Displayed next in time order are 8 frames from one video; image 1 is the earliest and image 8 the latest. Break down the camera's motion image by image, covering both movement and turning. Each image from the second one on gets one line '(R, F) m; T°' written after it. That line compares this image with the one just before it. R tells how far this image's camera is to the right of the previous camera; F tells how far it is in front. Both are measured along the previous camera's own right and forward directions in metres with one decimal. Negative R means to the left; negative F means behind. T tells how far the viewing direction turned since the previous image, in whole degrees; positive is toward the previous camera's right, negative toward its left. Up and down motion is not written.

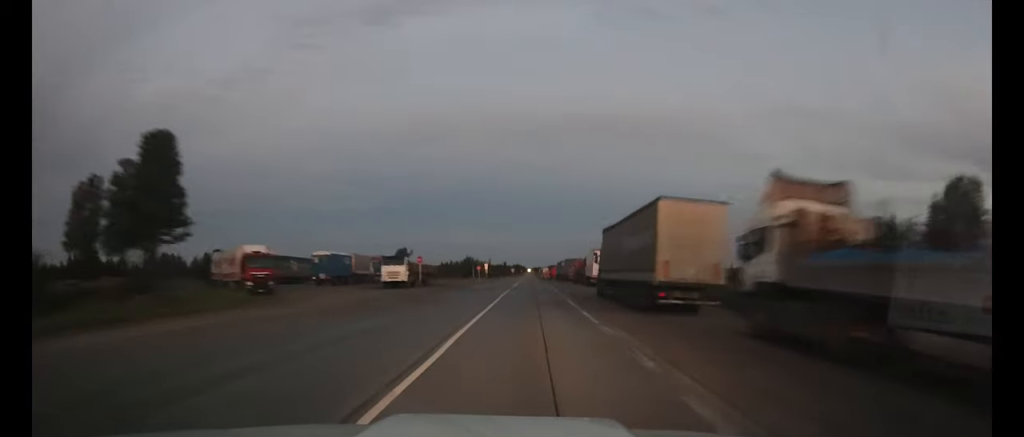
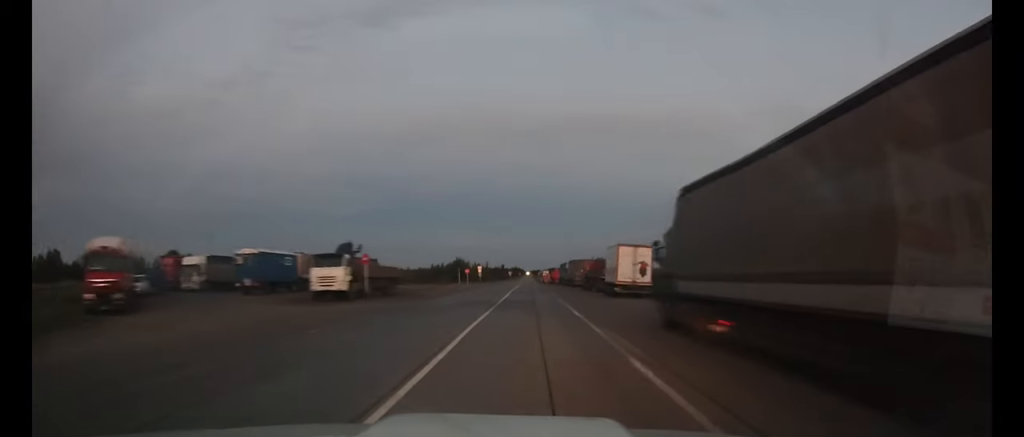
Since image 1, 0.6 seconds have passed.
(0.0, +17.1) m; 0°
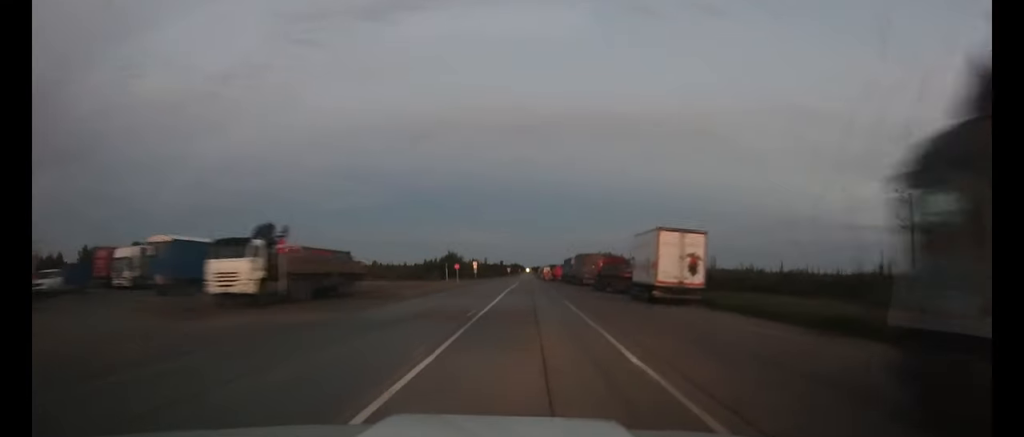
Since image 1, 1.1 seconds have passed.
(0.0, +12.7) m; 0°
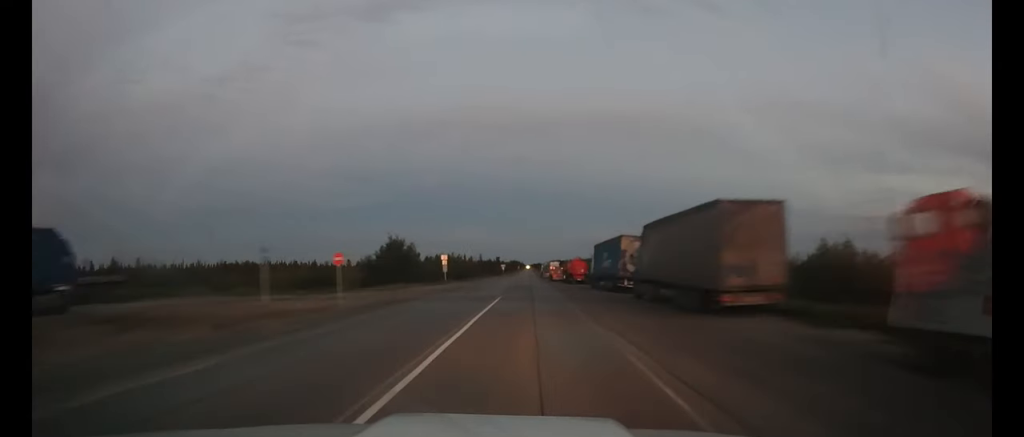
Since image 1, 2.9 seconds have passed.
(+0.2, +48.8) m; 0°
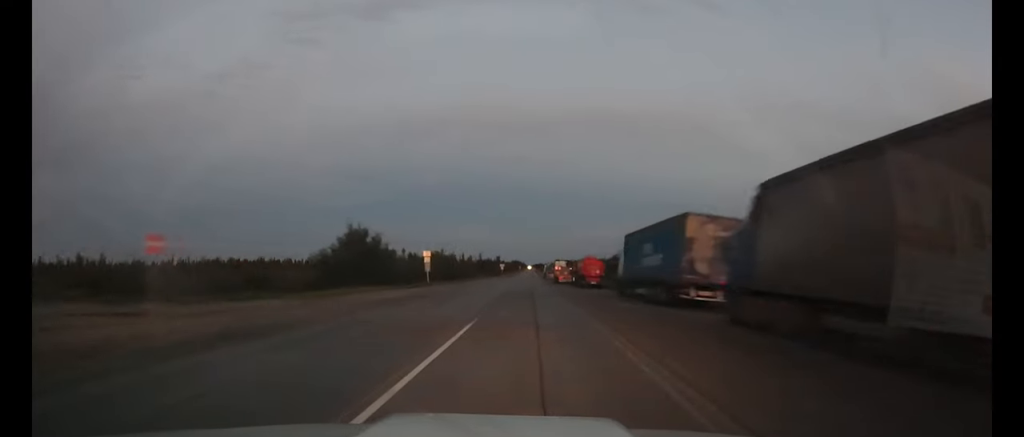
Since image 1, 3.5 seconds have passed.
(-0.1, +16.3) m; 0°
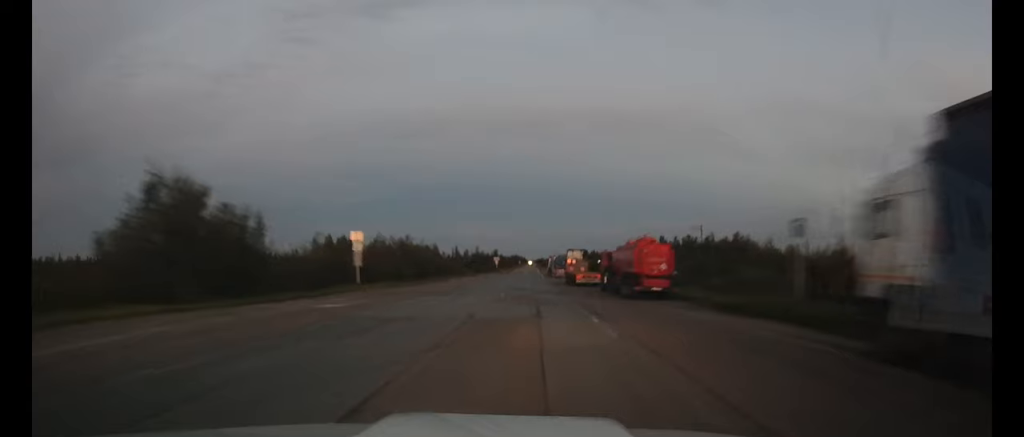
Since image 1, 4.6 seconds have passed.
(+0.1, +29.9) m; 0°
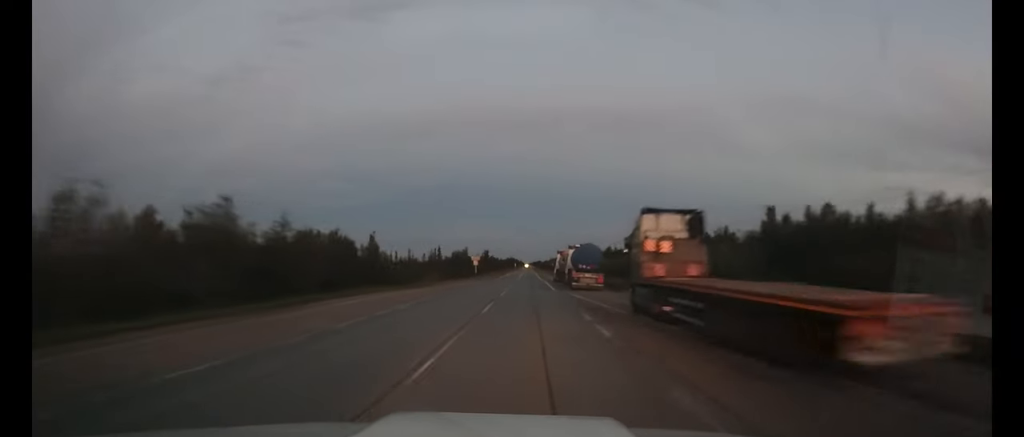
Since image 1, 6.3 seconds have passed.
(-0.2, +45.3) m; 0°
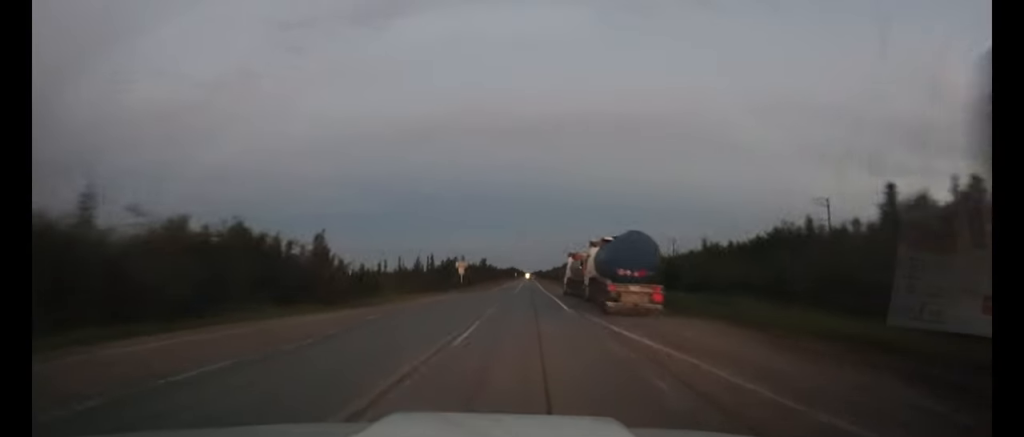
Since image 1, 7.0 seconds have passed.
(0.0, +19.0) m; 0°
